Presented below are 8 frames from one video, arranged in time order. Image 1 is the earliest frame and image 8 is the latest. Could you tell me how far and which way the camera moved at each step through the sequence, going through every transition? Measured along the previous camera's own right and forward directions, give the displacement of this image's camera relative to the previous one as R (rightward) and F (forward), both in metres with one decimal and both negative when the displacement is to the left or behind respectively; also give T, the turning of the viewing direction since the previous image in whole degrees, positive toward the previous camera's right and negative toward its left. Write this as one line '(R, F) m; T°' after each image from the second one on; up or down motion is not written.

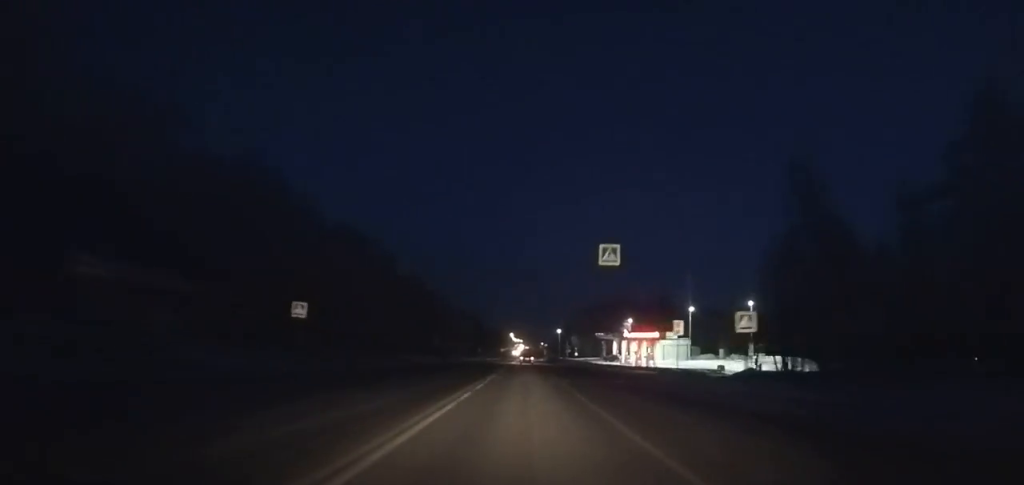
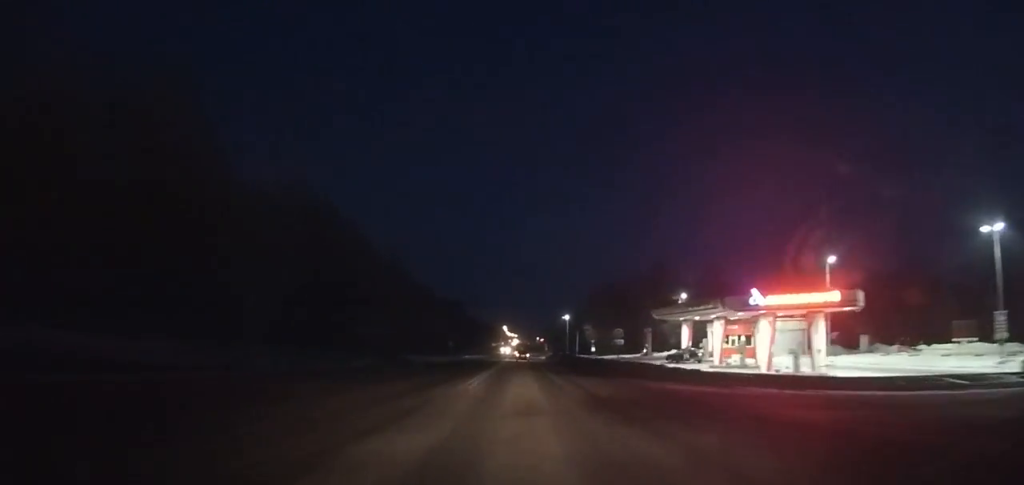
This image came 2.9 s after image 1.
(+0.1, +53.1) m; 0°
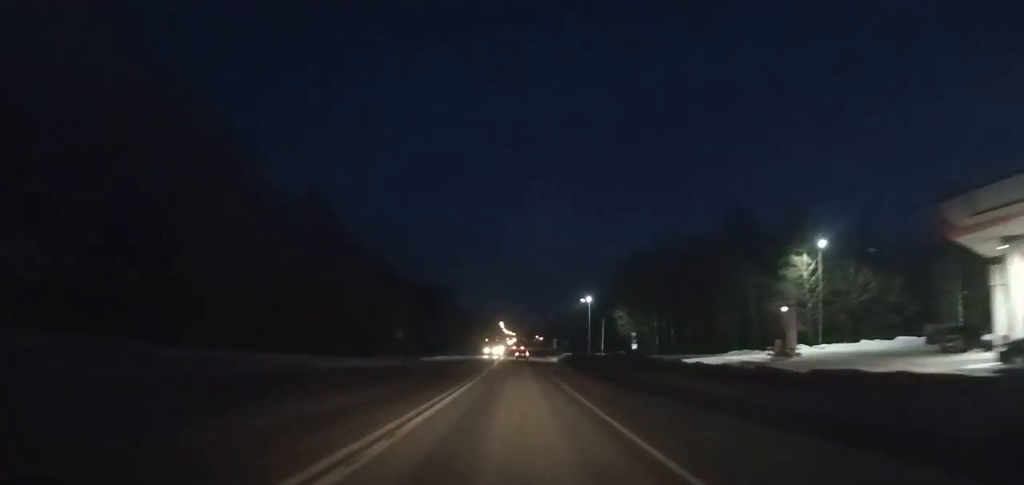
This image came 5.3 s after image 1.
(-0.1, +44.4) m; 0°
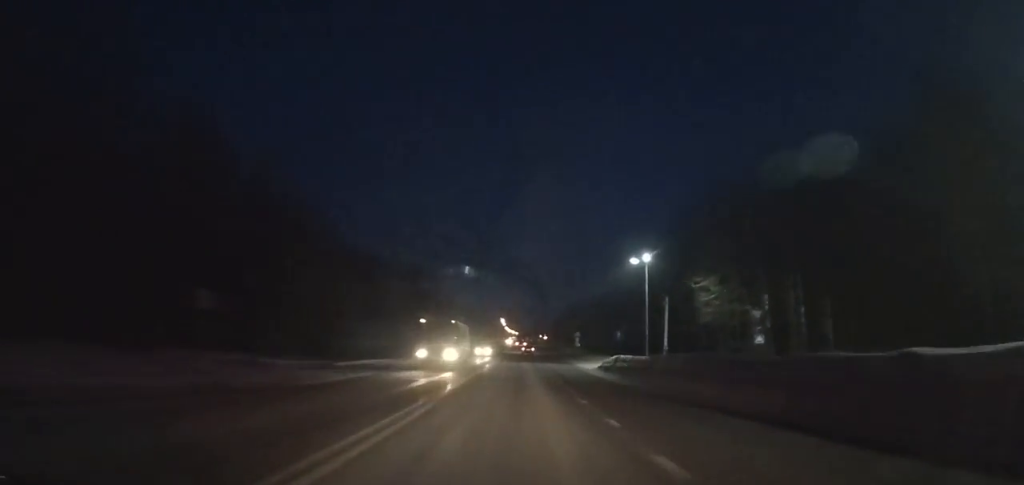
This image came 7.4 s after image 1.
(0.0, +39.3) m; 0°
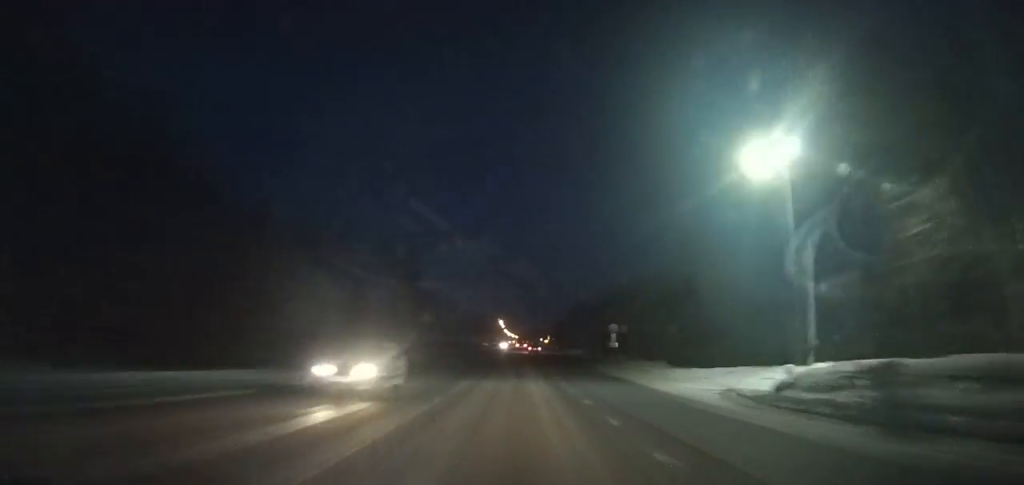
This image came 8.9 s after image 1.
(0.0, +28.8) m; 0°
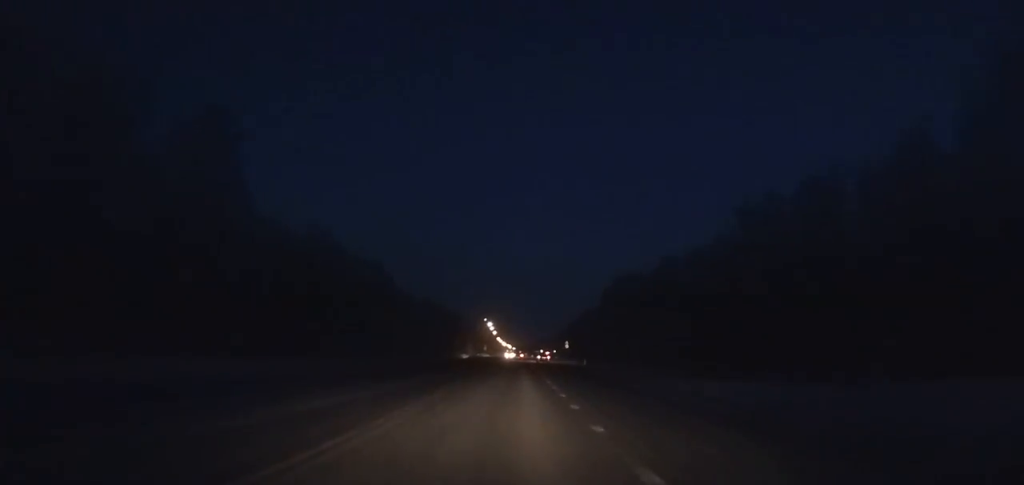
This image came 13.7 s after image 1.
(0.0, +94.4) m; 0°
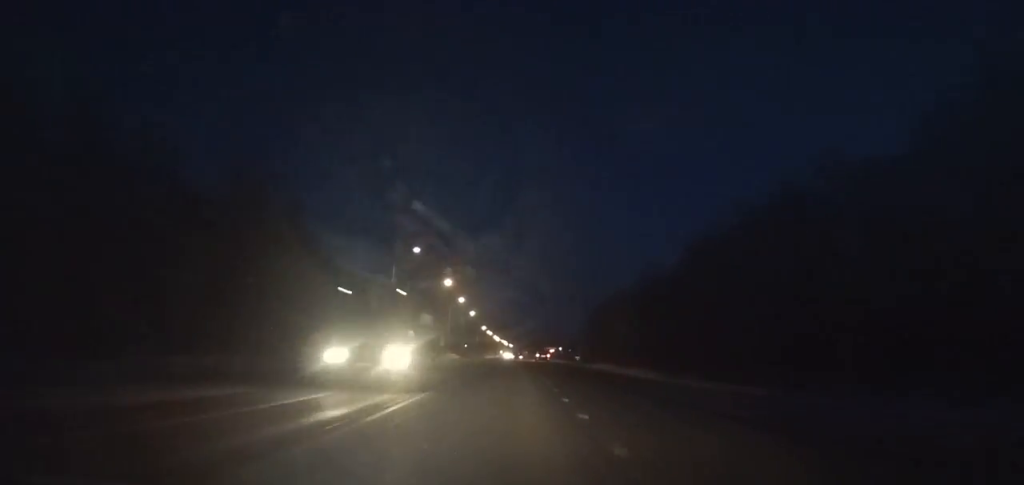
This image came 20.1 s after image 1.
(+0.7, +132.4) m; 0°
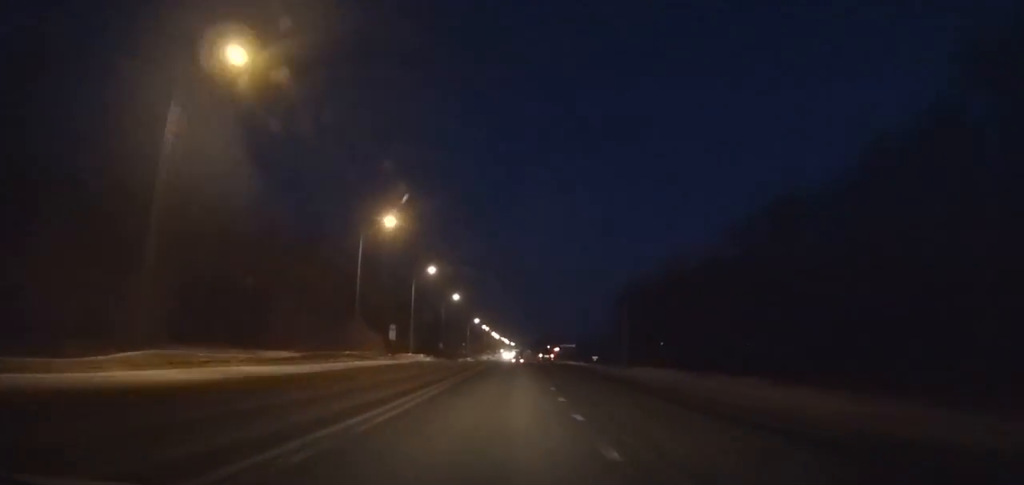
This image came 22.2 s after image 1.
(-0.1, +44.4) m; 0°
